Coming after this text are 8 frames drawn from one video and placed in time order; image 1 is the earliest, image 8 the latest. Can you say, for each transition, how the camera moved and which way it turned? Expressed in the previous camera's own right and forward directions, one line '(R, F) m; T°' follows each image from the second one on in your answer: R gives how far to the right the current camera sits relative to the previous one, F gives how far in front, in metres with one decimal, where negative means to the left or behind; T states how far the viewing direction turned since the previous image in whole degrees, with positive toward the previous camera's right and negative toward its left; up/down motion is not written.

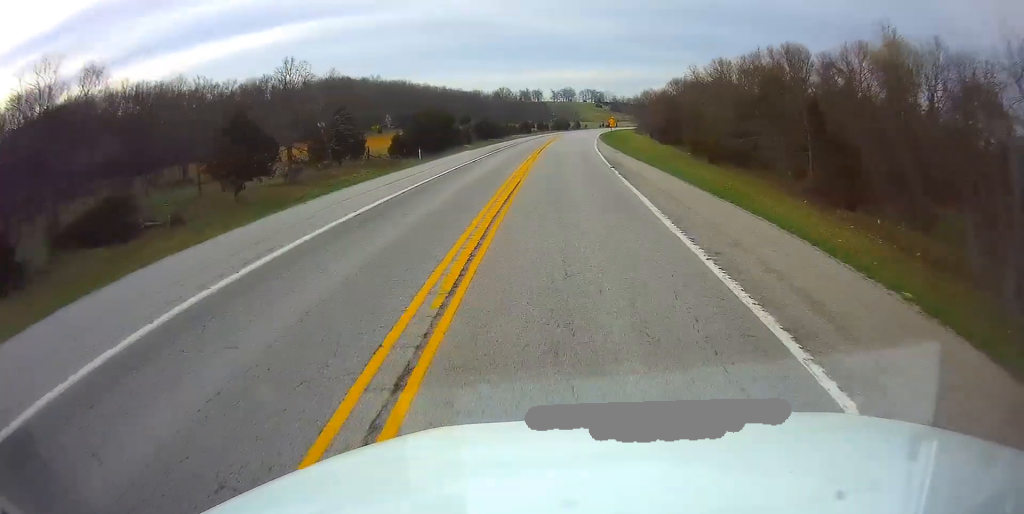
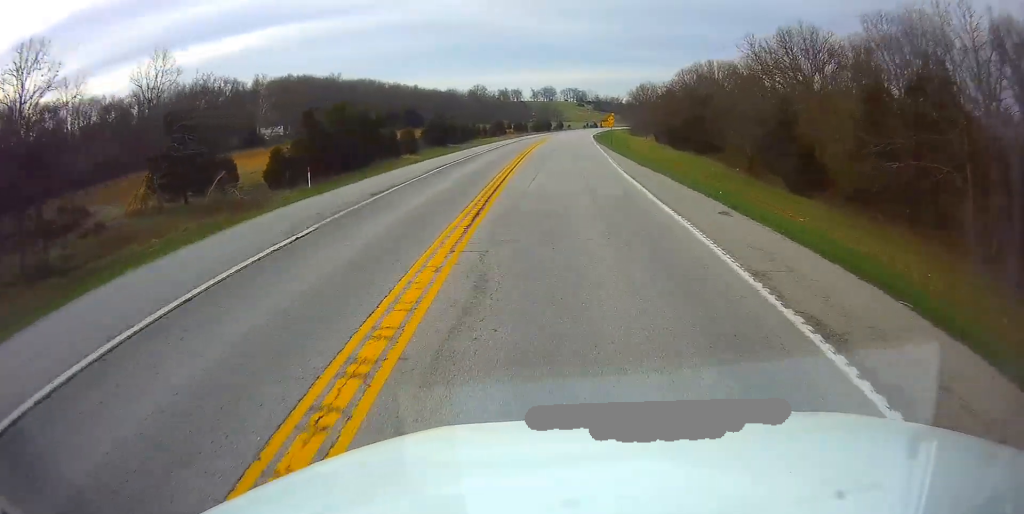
(+1.3, +34.3) m; +3°
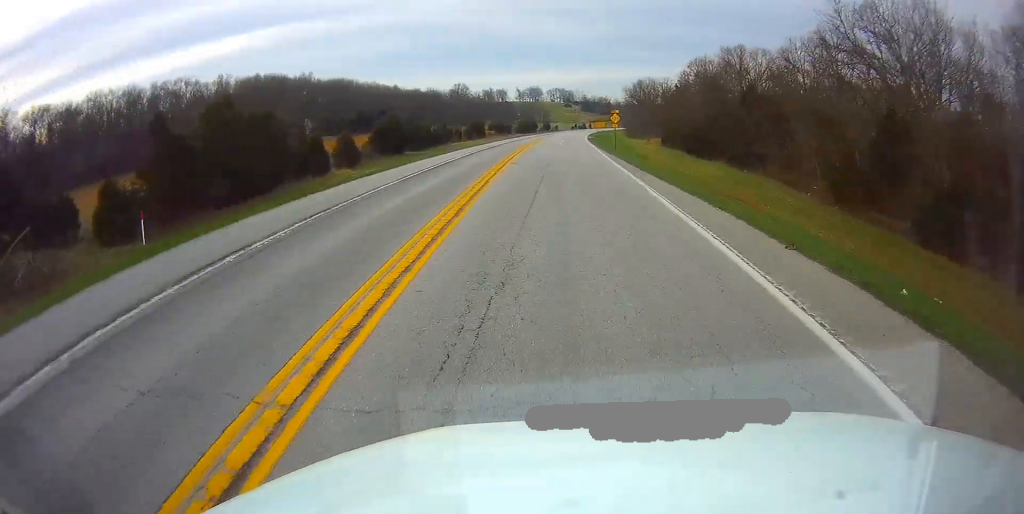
(+0.3, +21.8) m; +1°
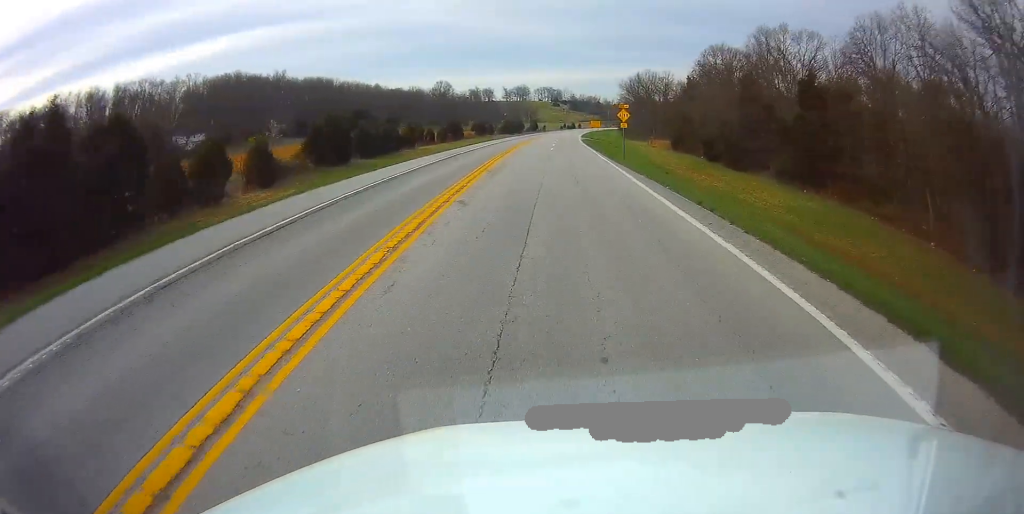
(-0.5, +17.6) m; +1°
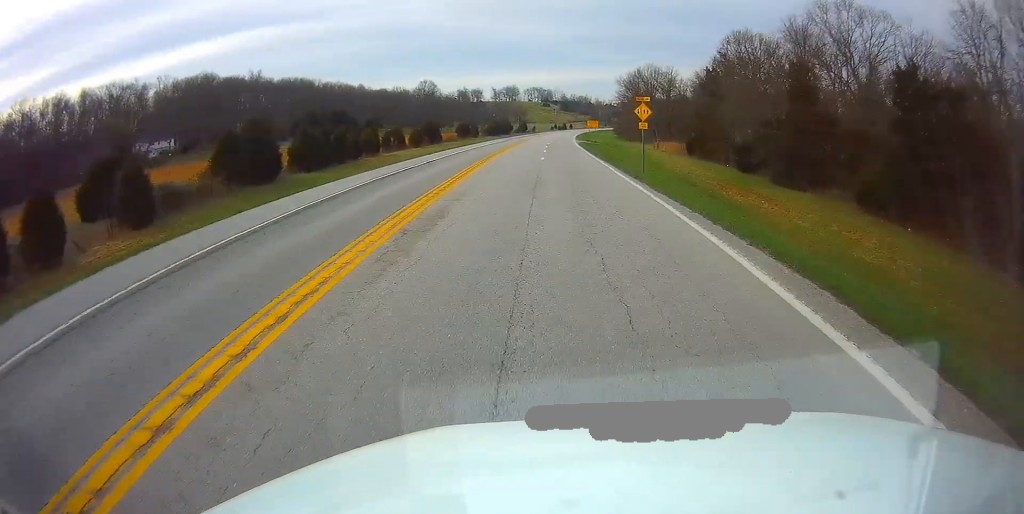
(+0.3, +15.6) m; +1°
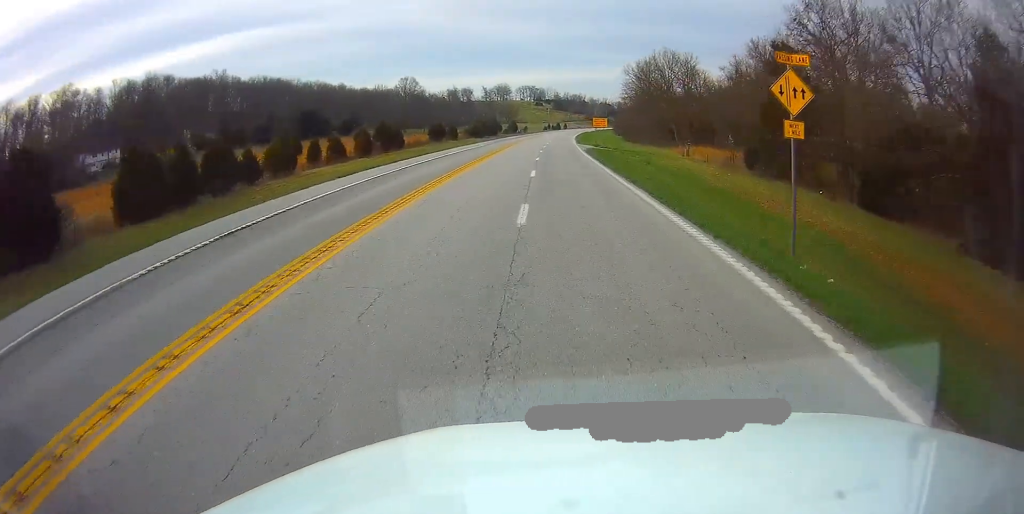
(+0.7, +24.9) m; +1°
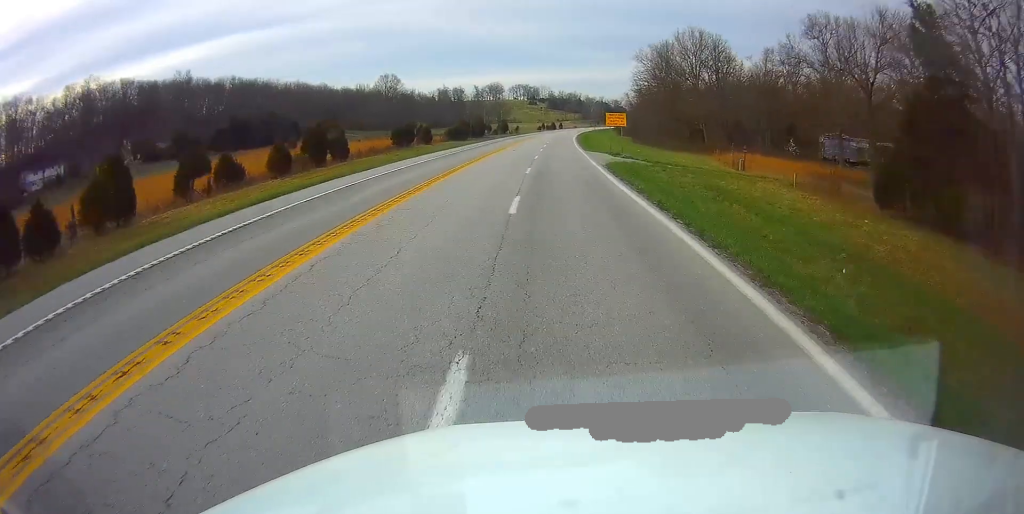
(-0.2, +22.8) m; 0°
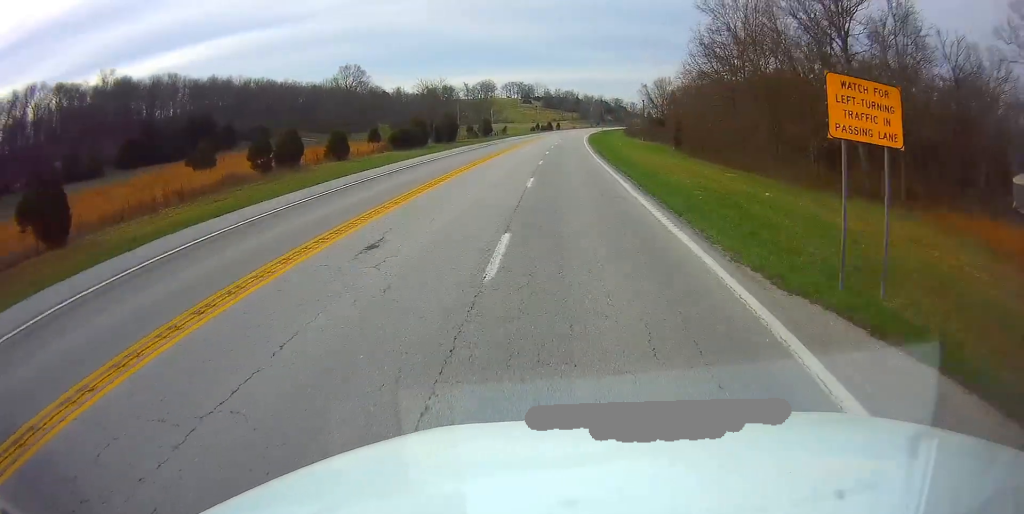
(+0.1, +42.4) m; +1°
